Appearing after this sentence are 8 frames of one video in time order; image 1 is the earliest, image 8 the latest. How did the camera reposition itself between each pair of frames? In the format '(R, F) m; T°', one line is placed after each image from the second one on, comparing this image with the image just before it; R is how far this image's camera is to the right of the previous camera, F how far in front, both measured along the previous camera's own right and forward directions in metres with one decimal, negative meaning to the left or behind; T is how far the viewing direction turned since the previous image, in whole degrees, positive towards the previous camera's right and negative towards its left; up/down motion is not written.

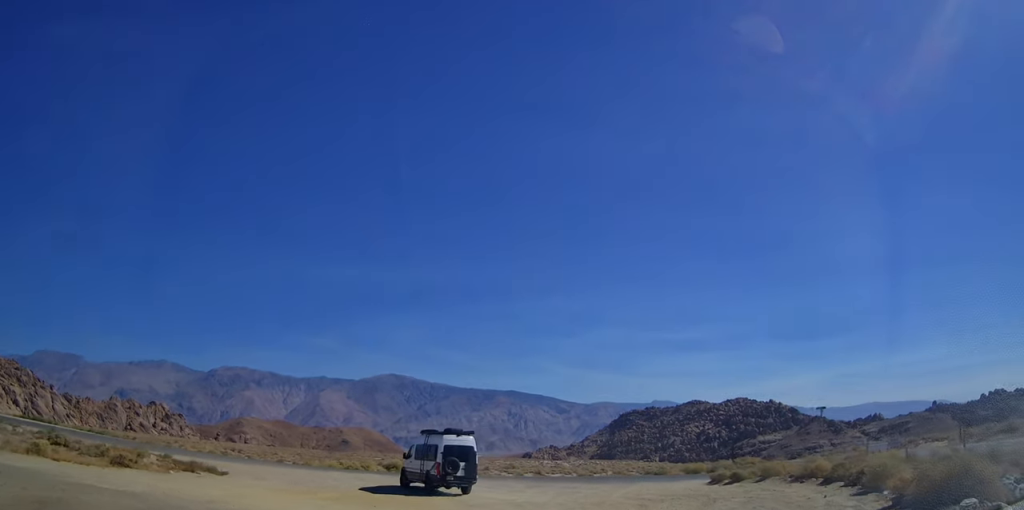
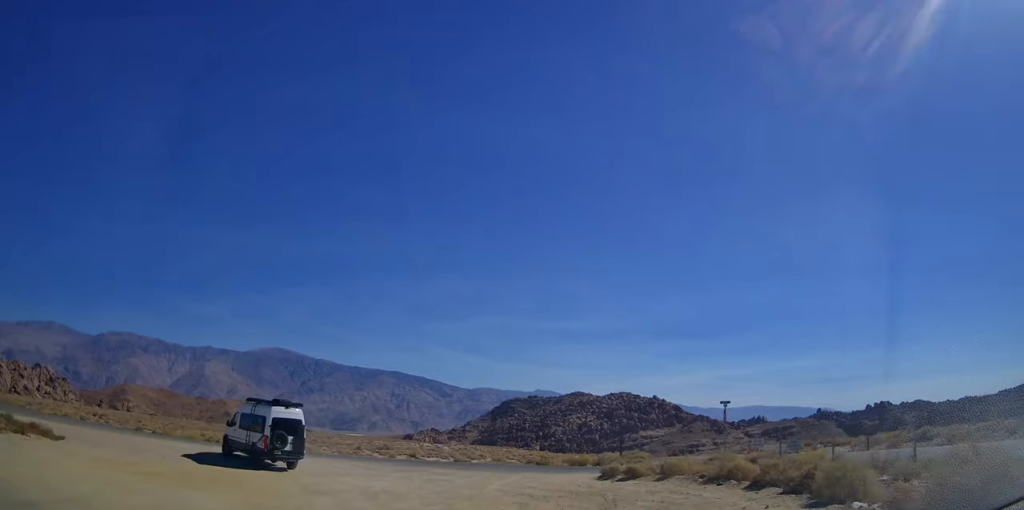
(+0.4, +2.8) m; +10°
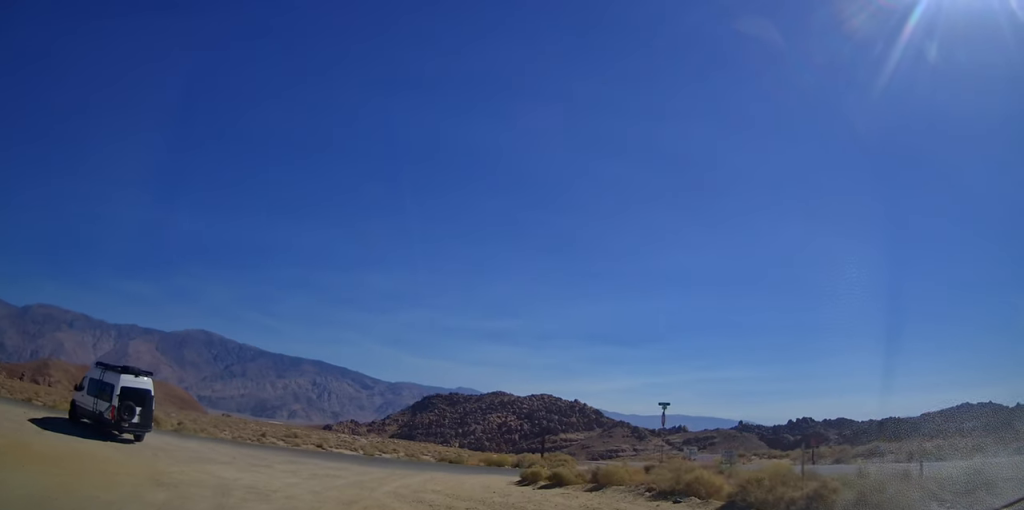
(0.0, +3.1) m; +7°
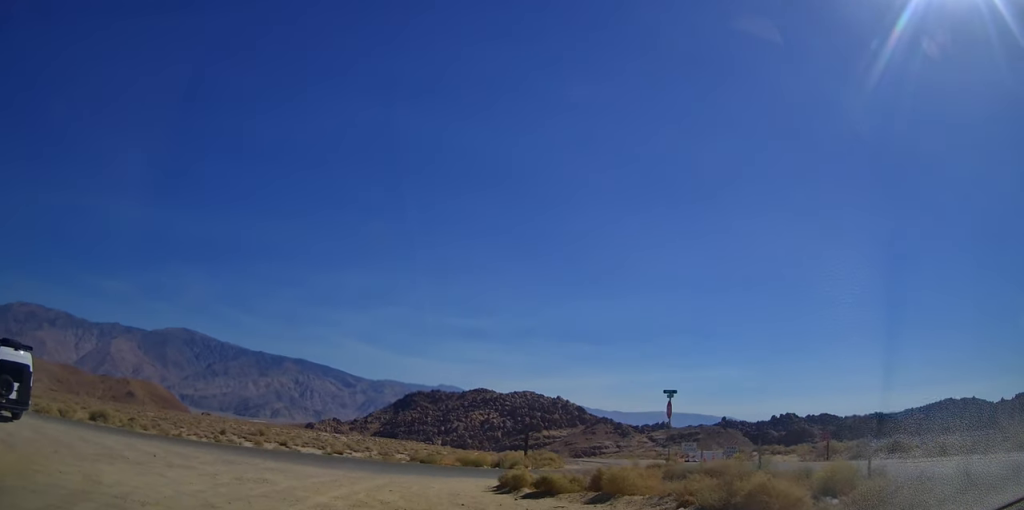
(+0.4, +4.2) m; -1°
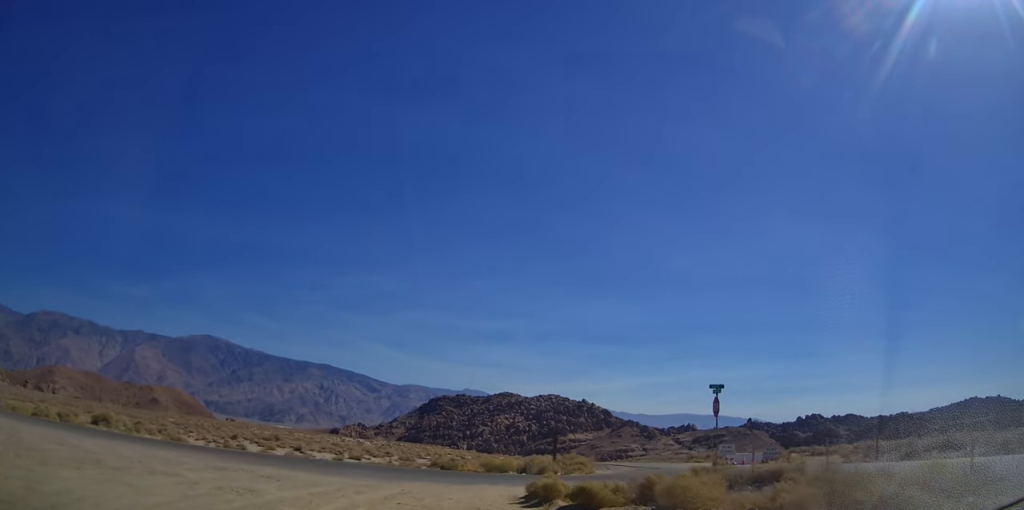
(-0.3, +2.6) m; 0°
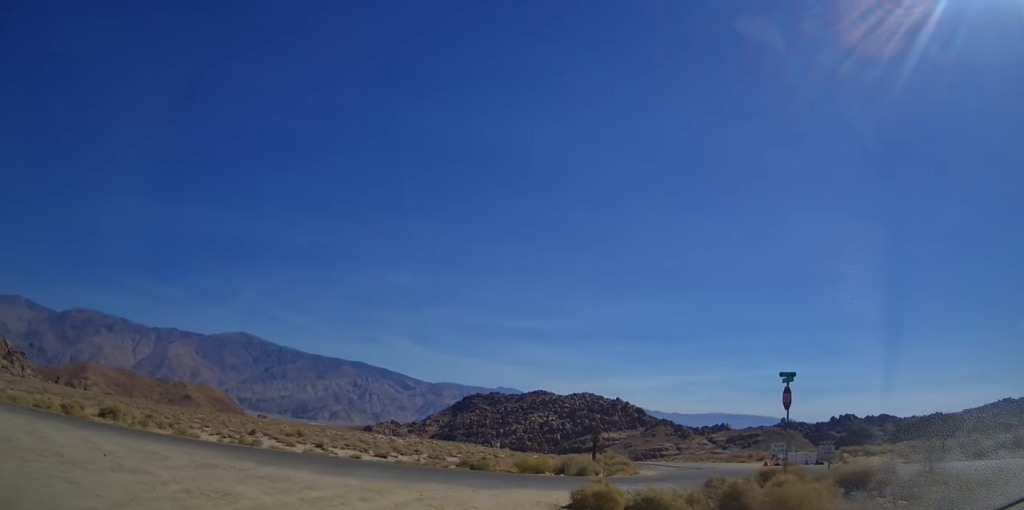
(-0.1, +2.9) m; +2°
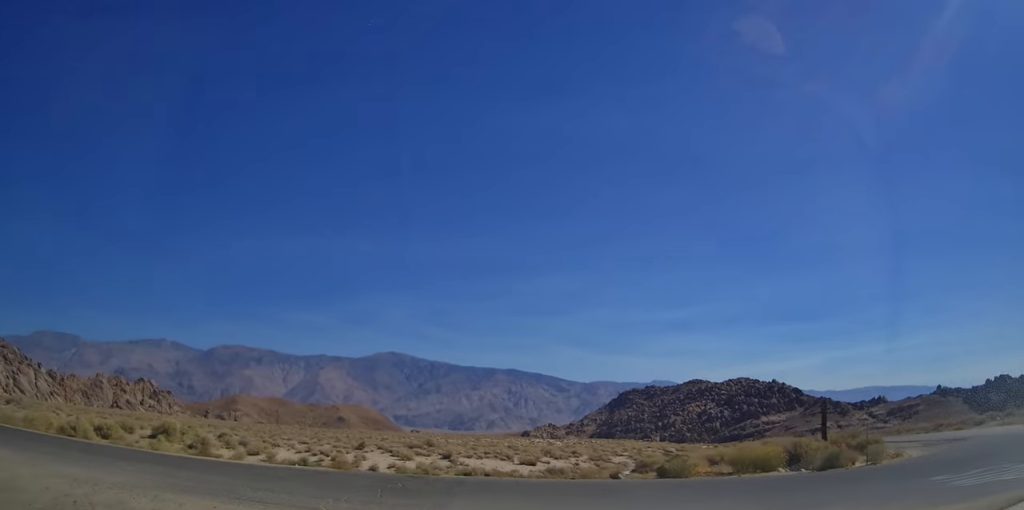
(-0.6, +11.4) m; -14°
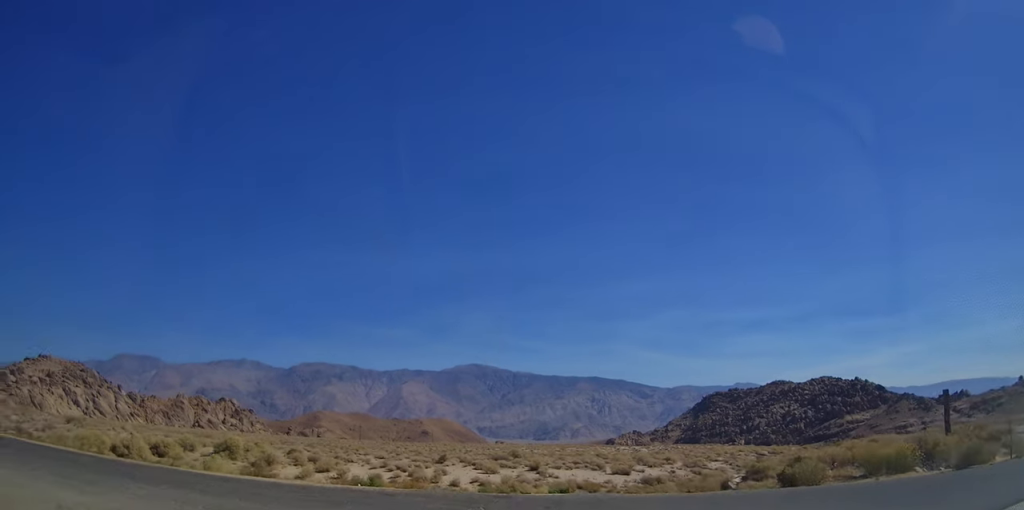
(-0.2, +3.2) m; -4°
